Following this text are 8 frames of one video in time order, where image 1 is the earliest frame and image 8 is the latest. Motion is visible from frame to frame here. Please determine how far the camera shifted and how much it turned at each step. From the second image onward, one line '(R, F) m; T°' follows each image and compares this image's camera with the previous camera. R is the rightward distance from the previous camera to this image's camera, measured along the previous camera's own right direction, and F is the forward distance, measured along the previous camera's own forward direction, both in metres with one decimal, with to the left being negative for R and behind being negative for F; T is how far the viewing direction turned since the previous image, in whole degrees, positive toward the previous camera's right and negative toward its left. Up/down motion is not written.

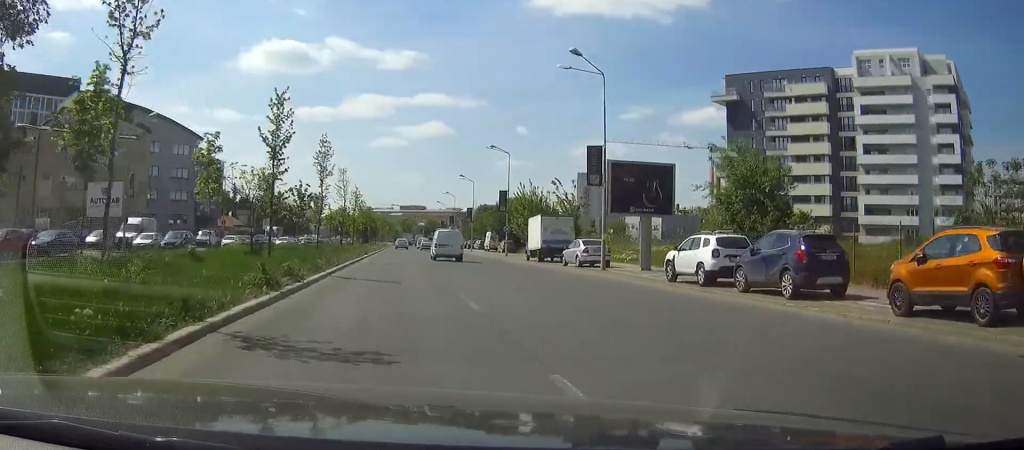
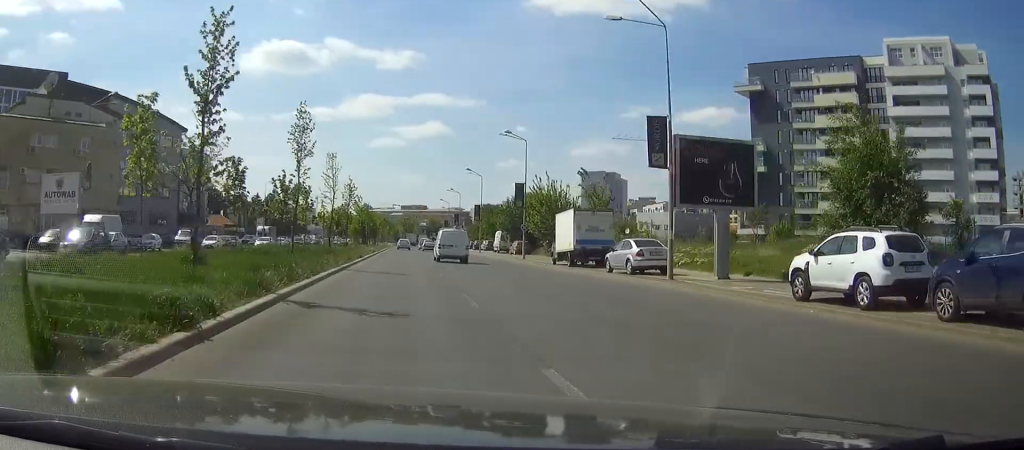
(-0.1, +8.5) m; 0°
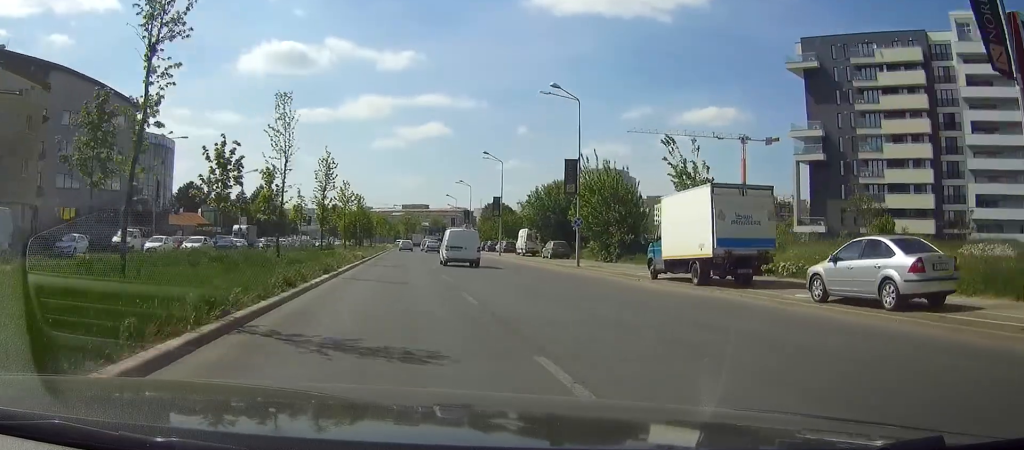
(-0.1, +17.0) m; 0°
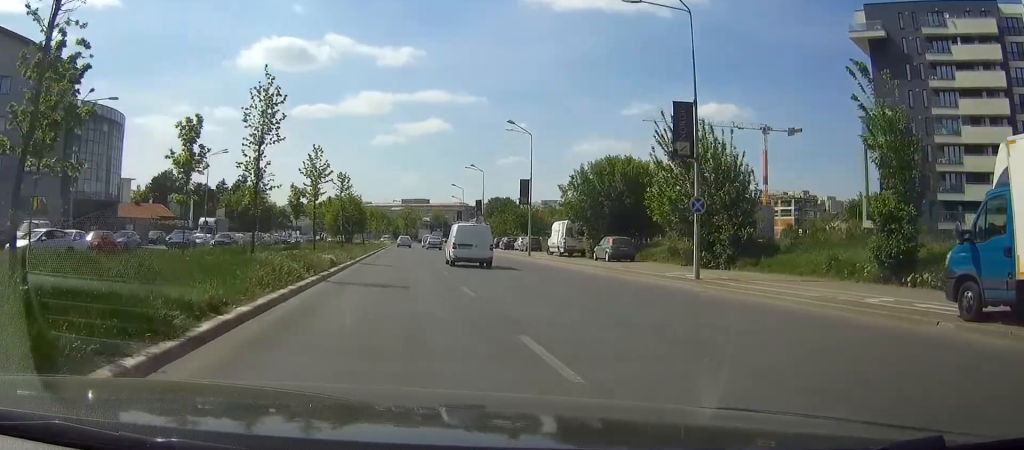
(+0.1, +16.4) m; 0°
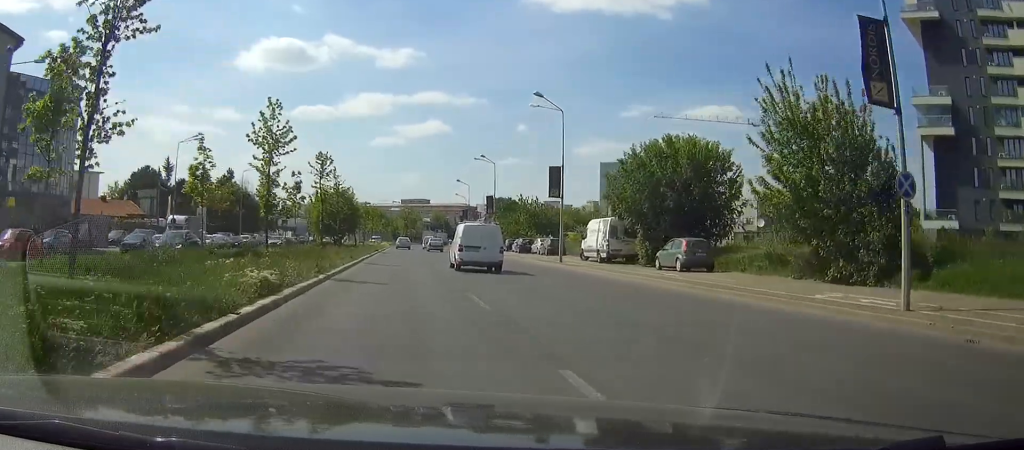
(-0.1, +11.1) m; 0°
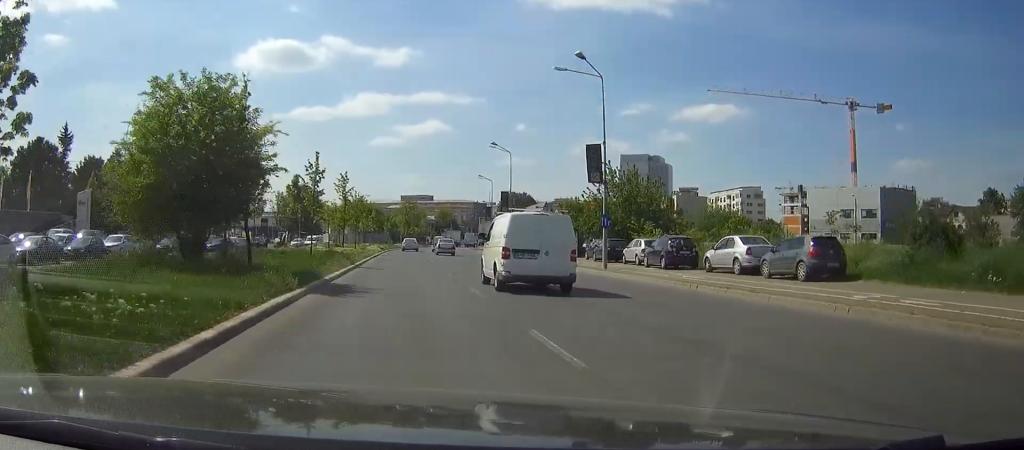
(0.0, +41.6) m; 0°
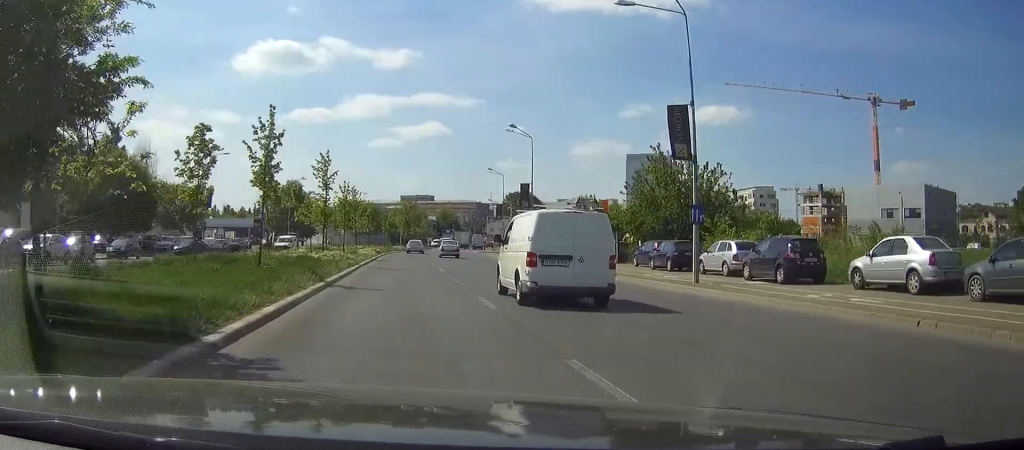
(0.0, +11.1) m; 0°
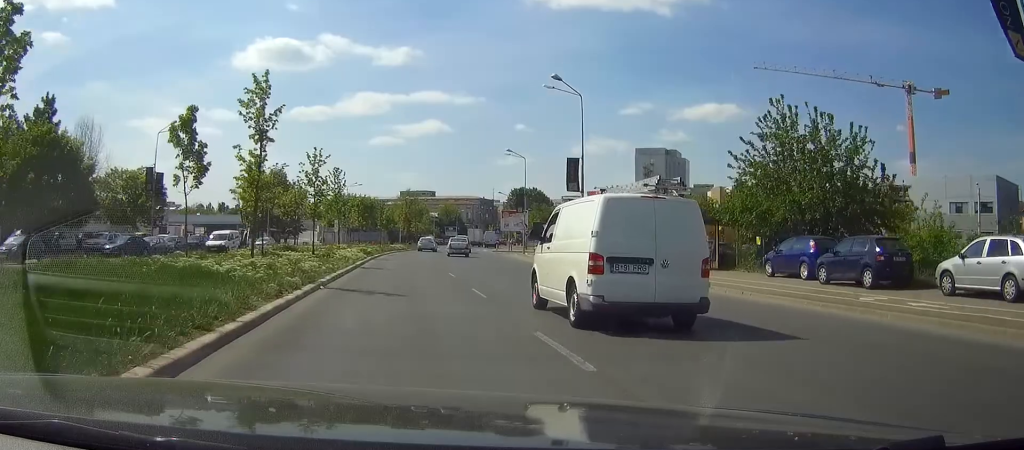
(0.0, +15.6) m; 0°
